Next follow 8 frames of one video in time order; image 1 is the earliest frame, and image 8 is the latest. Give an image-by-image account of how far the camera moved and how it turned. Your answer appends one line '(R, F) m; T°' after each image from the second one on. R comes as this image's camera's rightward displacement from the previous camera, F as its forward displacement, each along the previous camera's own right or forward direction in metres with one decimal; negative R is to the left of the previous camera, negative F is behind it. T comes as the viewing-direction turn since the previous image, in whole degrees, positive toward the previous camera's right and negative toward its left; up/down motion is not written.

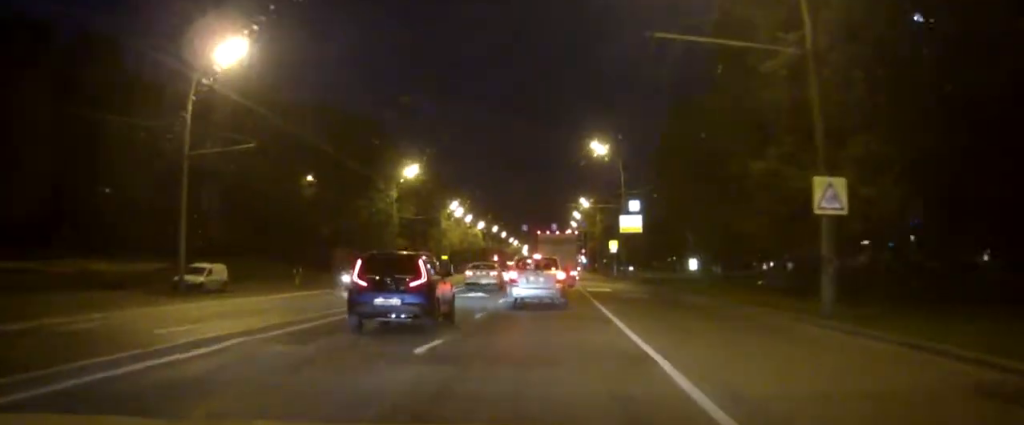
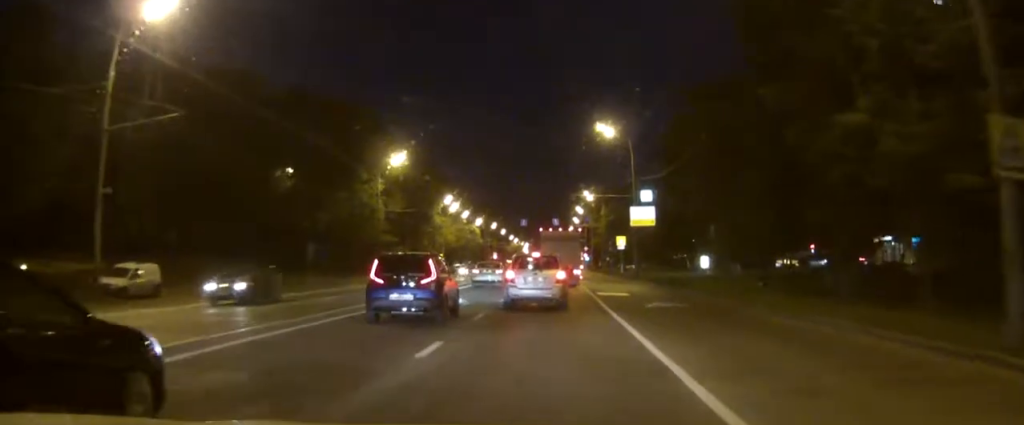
(+0.1, +8.0) m; +1°
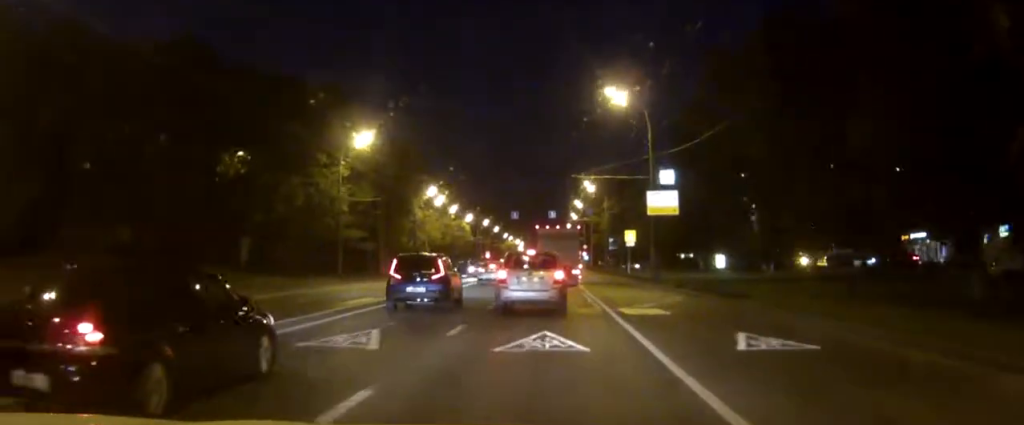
(+0.1, +12.7) m; +1°
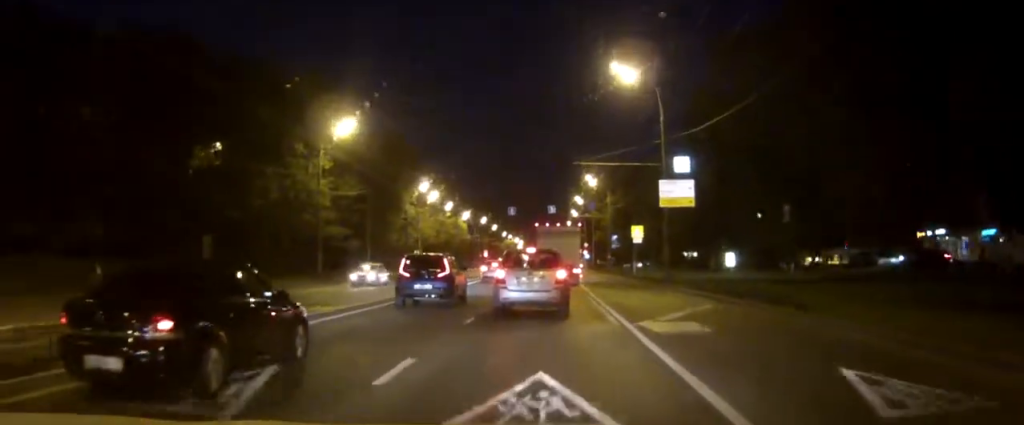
(+0.1, +5.5) m; 0°
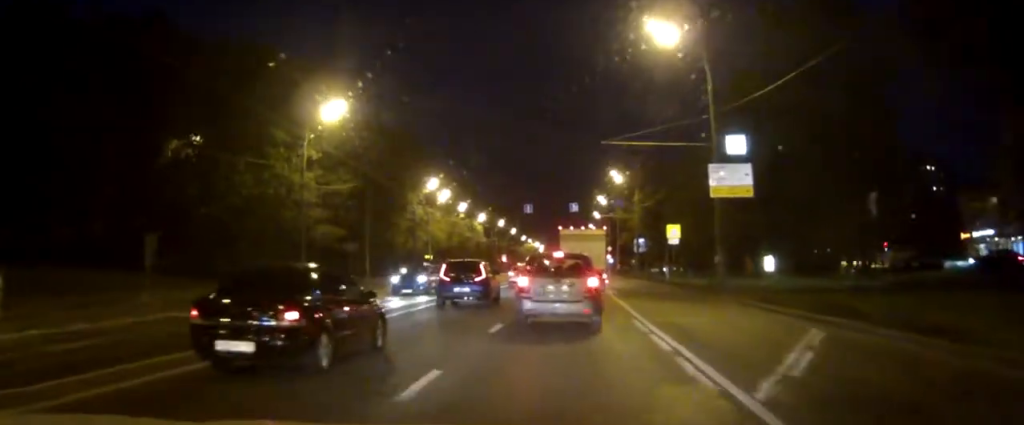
(-0.1, +8.5) m; -2°
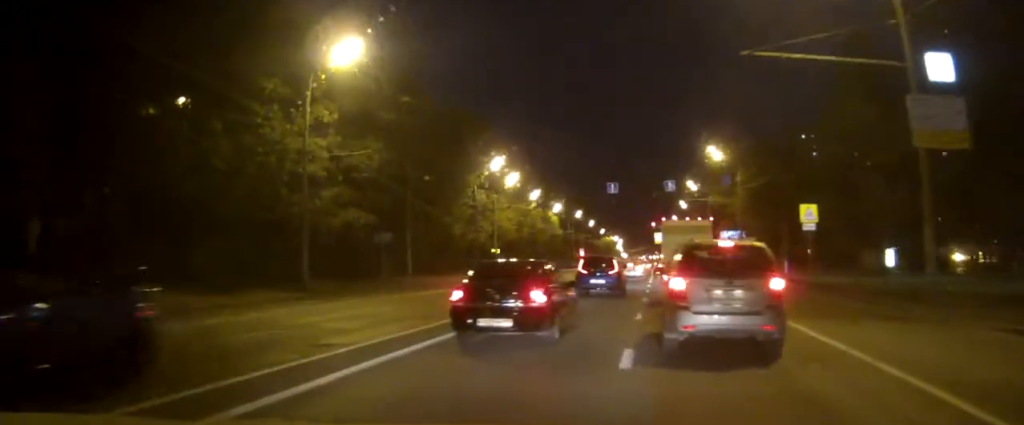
(-0.5, +13.6) m; -3°
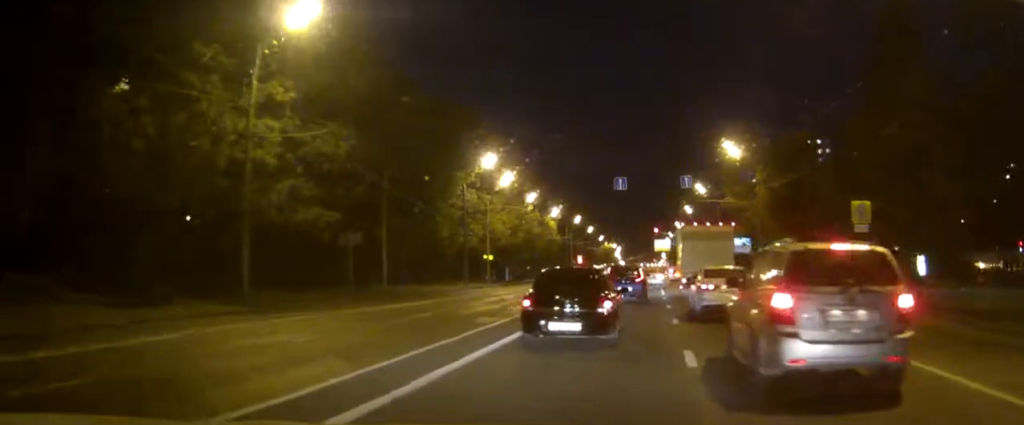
(0.0, +6.8) m; 0°
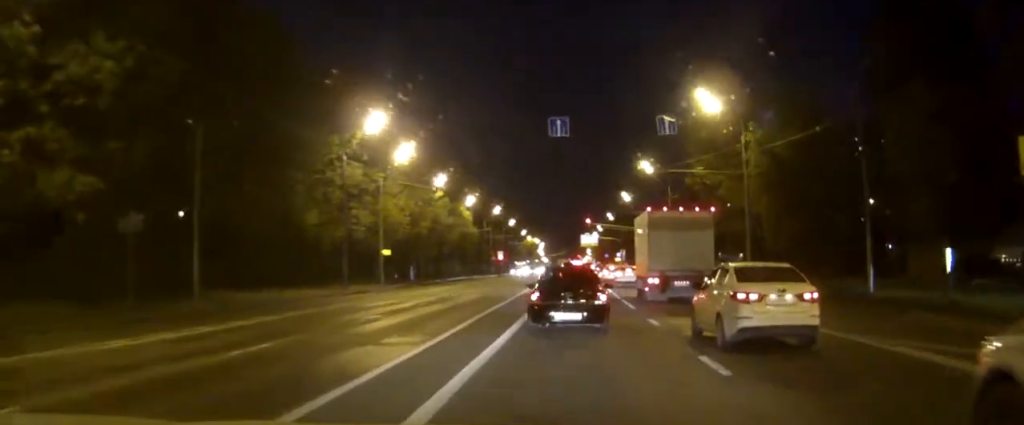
(+0.3, +17.3) m; +2°
